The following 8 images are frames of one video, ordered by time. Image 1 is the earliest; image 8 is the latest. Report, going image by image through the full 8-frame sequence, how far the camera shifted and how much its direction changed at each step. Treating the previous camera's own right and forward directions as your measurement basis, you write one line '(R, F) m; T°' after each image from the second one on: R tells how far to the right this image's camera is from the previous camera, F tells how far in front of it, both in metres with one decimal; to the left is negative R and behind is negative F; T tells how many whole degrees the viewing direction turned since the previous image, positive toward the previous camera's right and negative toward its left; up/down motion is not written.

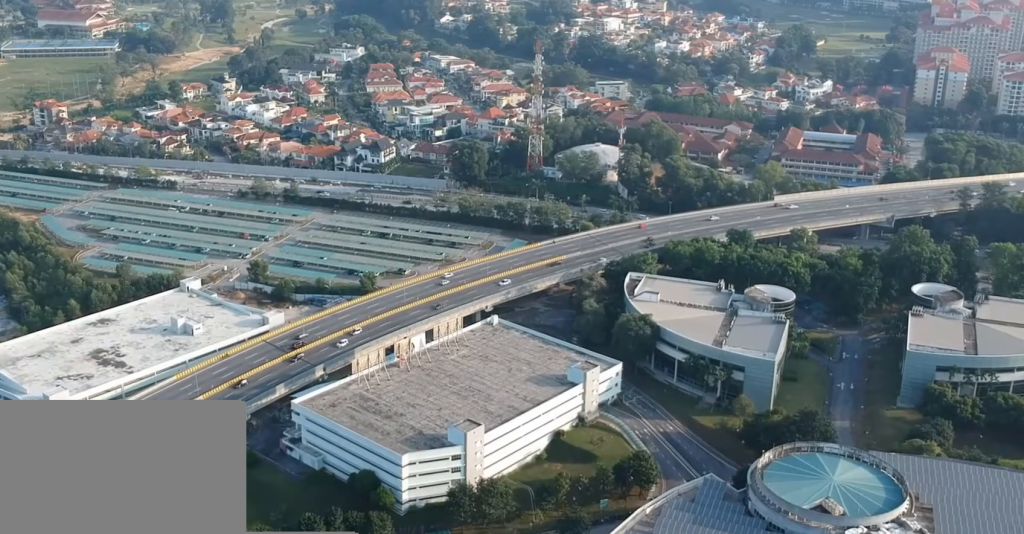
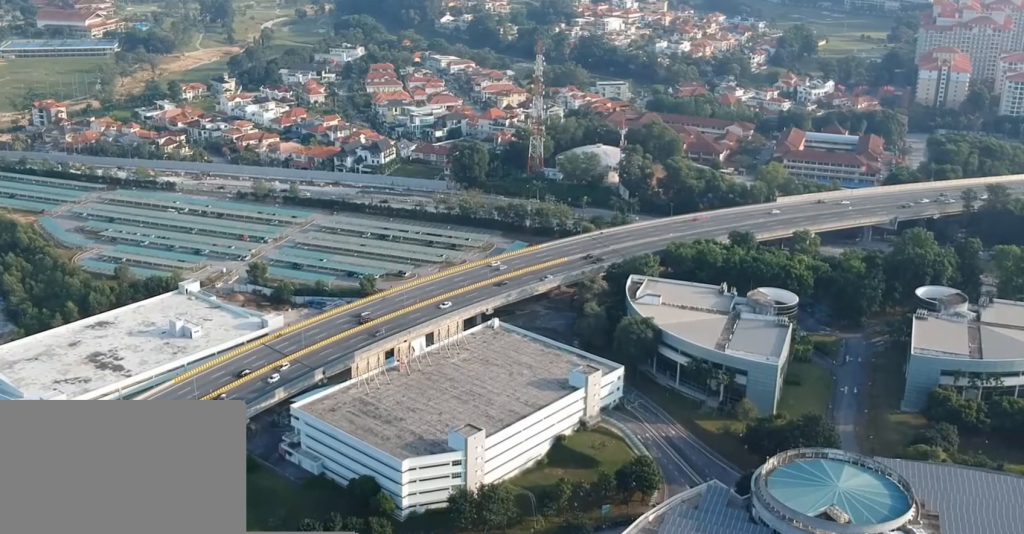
(0.0, +2.6) m; +1°
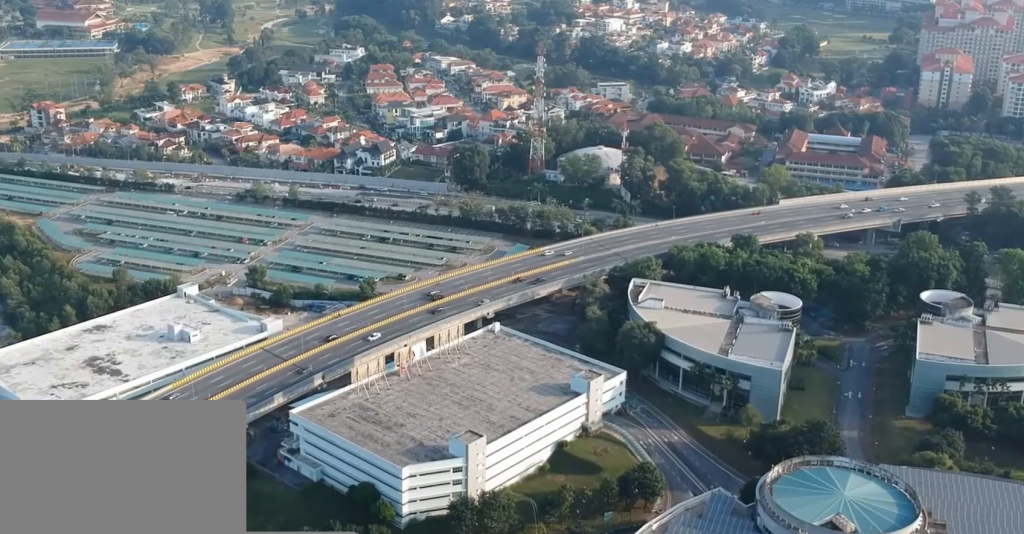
(0.0, +2.9) m; +1°
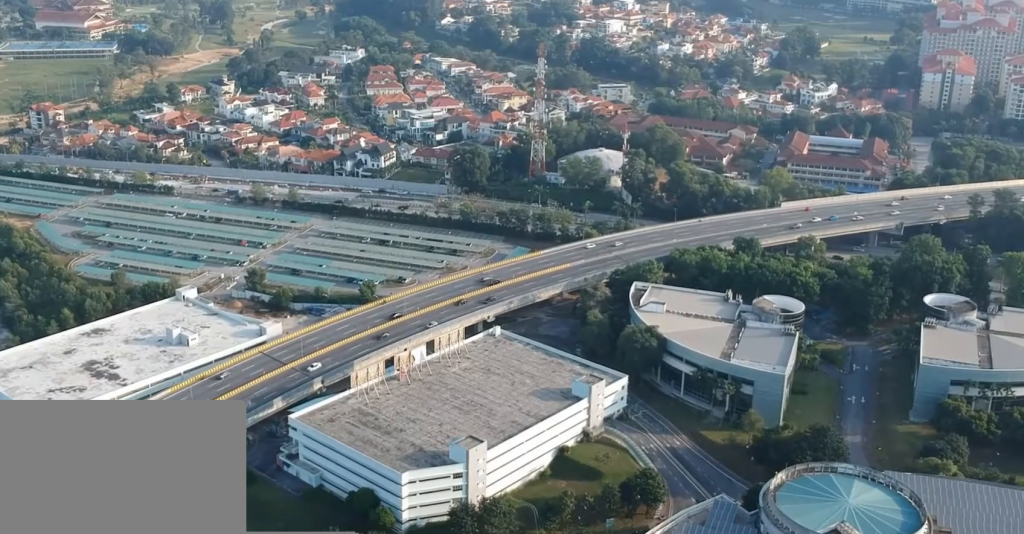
(0.0, +2.4) m; 0°
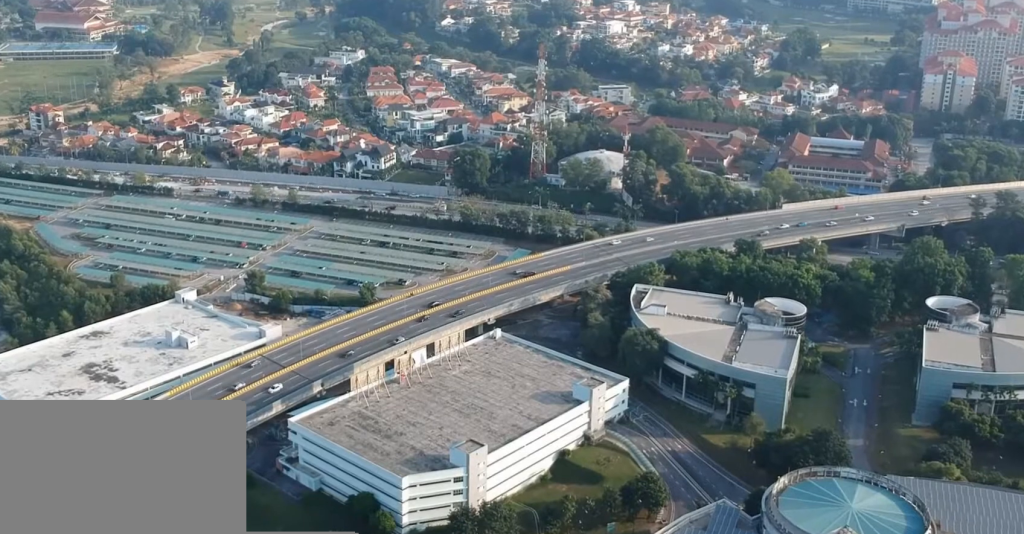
(0.0, +1.4) m; 0°
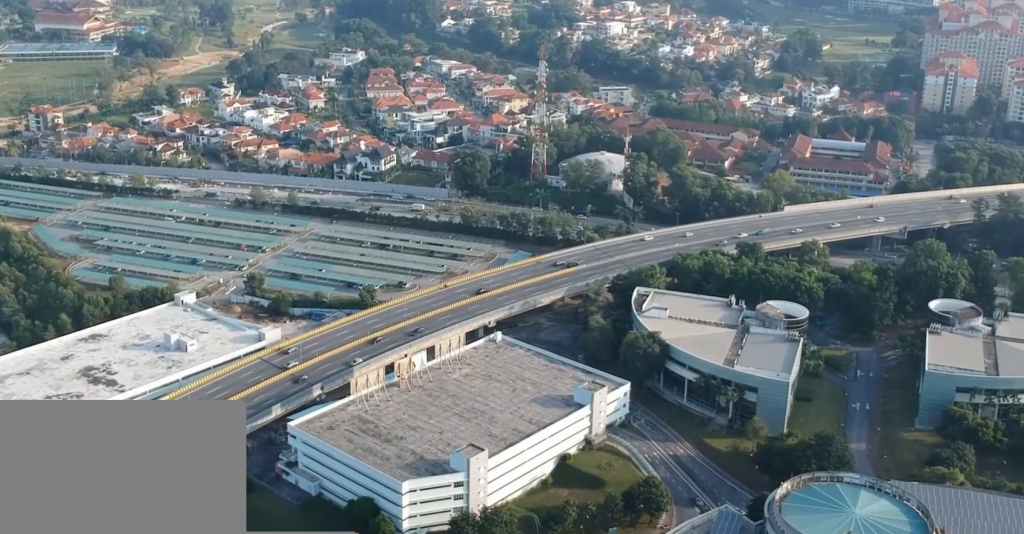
(0.0, +1.8) m; 0°
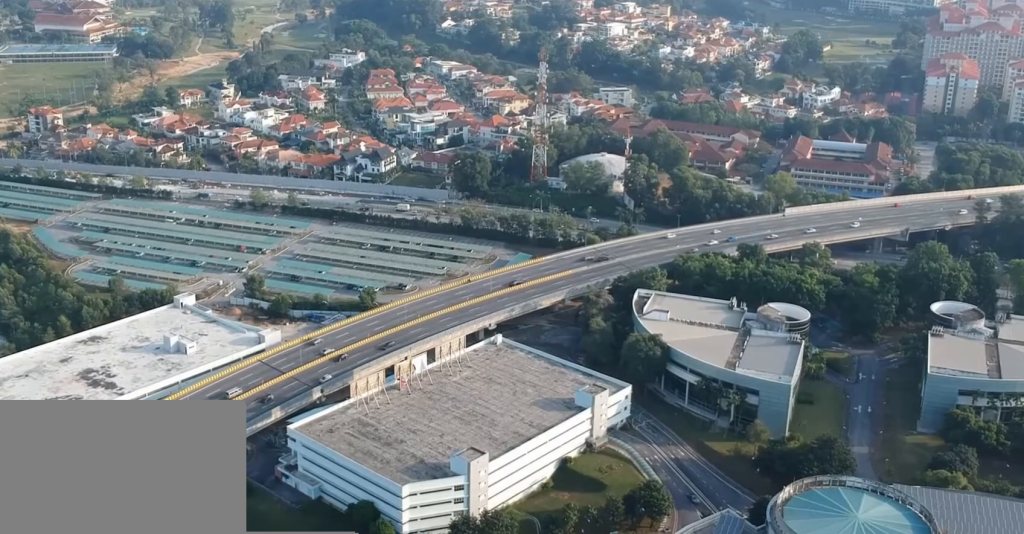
(0.0, +1.3) m; 0°
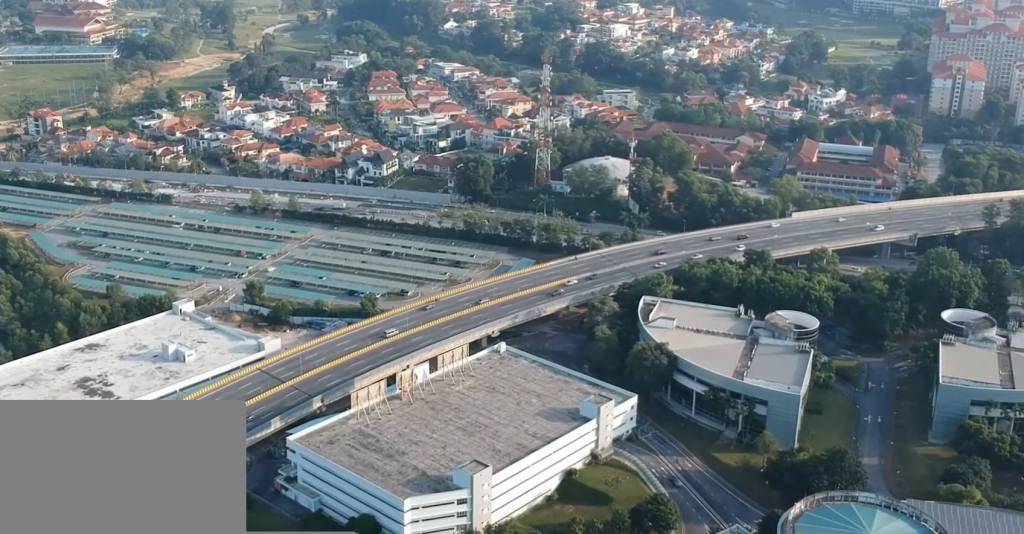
(-0.1, +5.5) m; -2°
